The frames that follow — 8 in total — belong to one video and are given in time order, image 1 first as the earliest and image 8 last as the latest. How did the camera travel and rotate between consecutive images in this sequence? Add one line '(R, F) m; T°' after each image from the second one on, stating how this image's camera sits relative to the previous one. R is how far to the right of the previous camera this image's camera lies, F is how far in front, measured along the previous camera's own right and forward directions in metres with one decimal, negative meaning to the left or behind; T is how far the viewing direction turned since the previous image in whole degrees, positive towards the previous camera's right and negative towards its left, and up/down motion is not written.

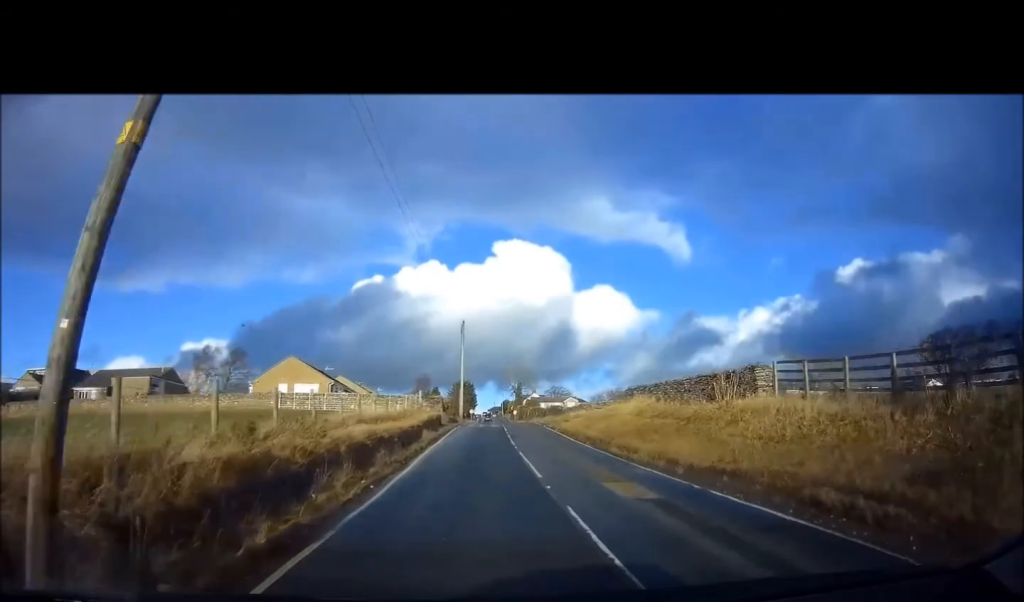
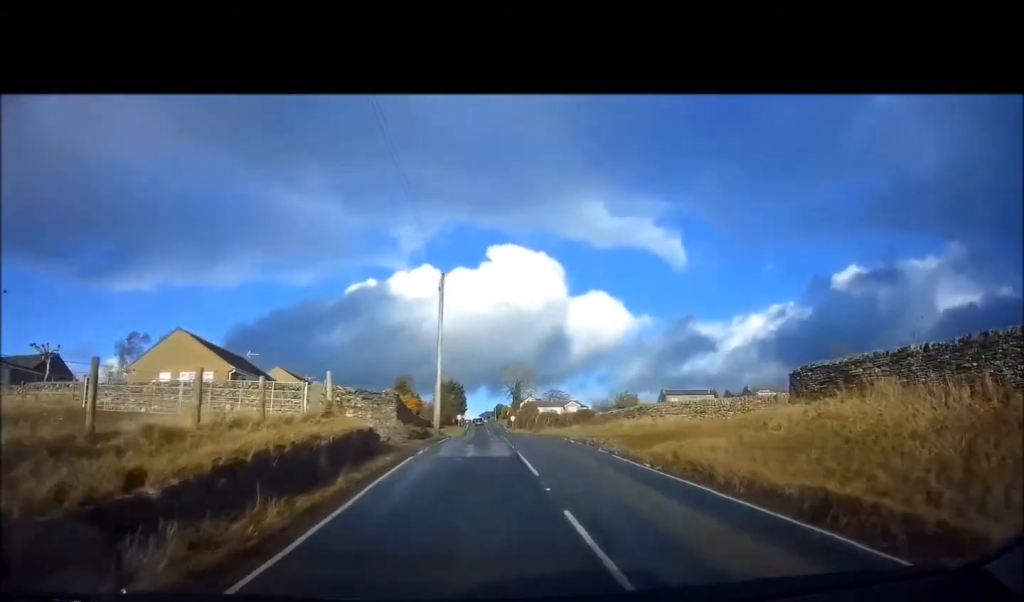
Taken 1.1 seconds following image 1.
(+0.1, +18.7) m; +1°
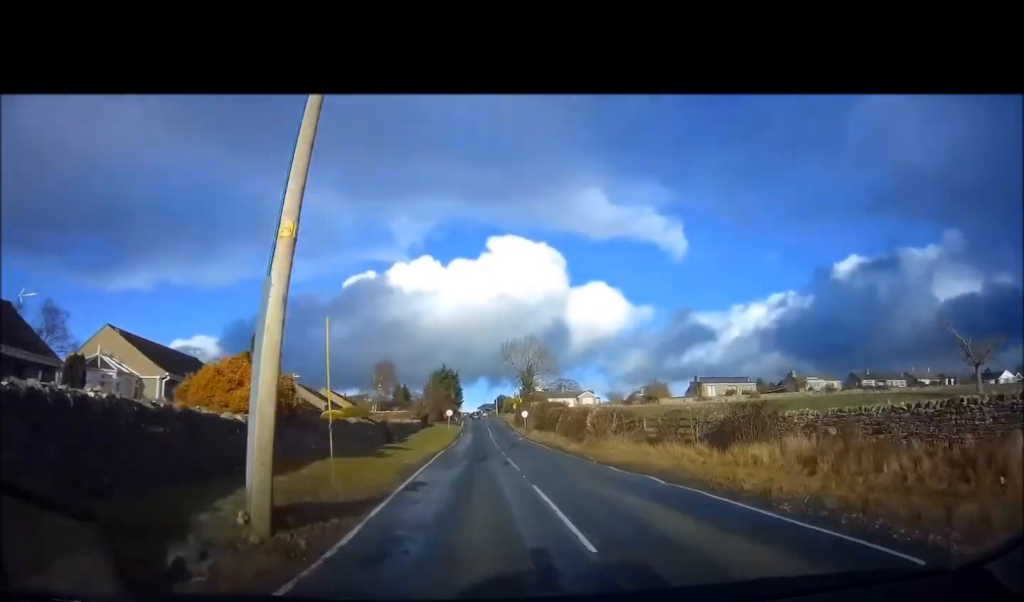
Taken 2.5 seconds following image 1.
(0.0, +23.3) m; 0°
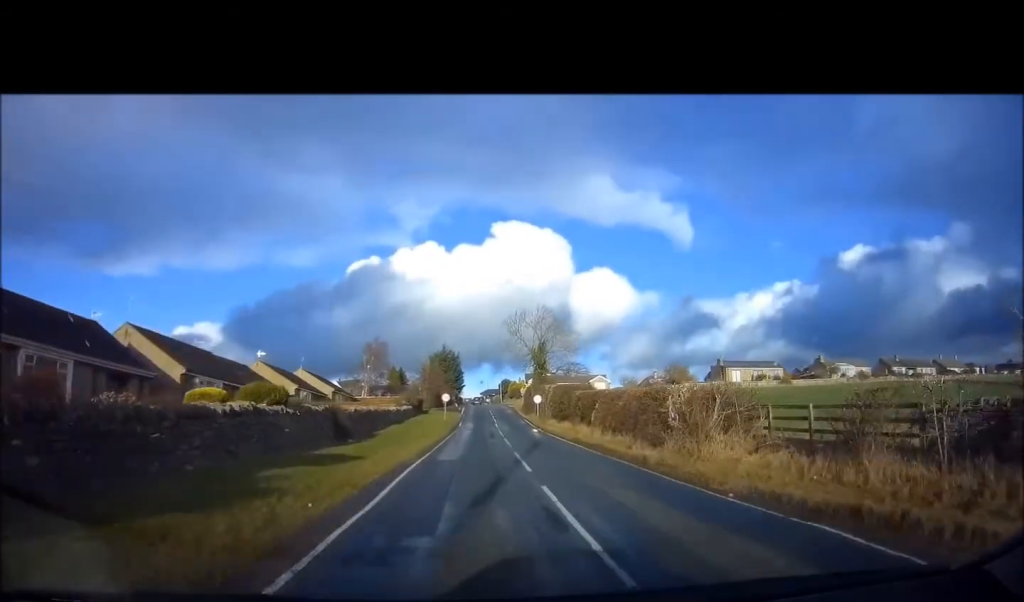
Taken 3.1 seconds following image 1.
(+0.1, +10.5) m; 0°
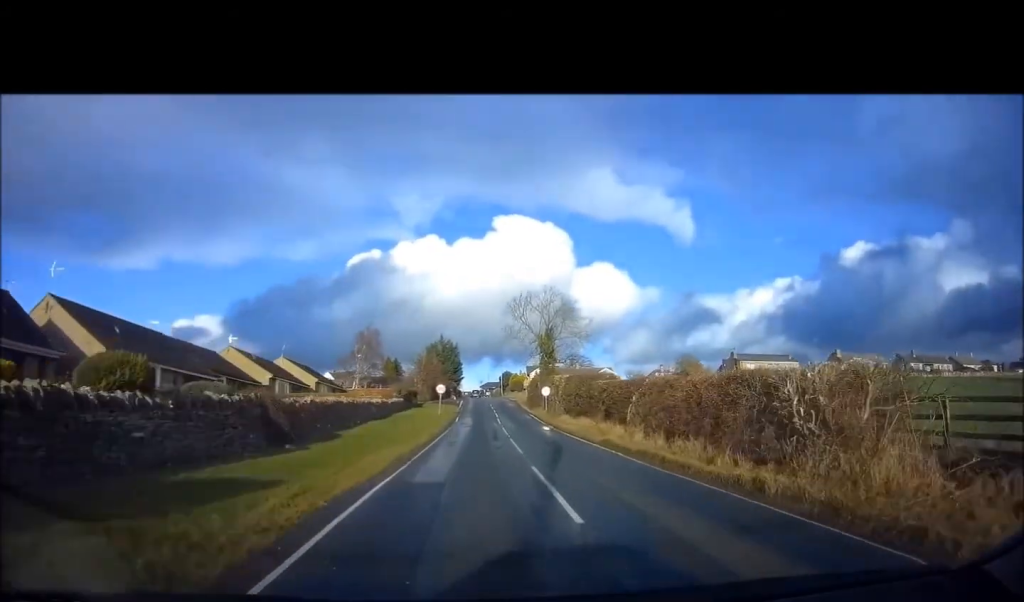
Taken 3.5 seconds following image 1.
(0.0, +6.3) m; 0°
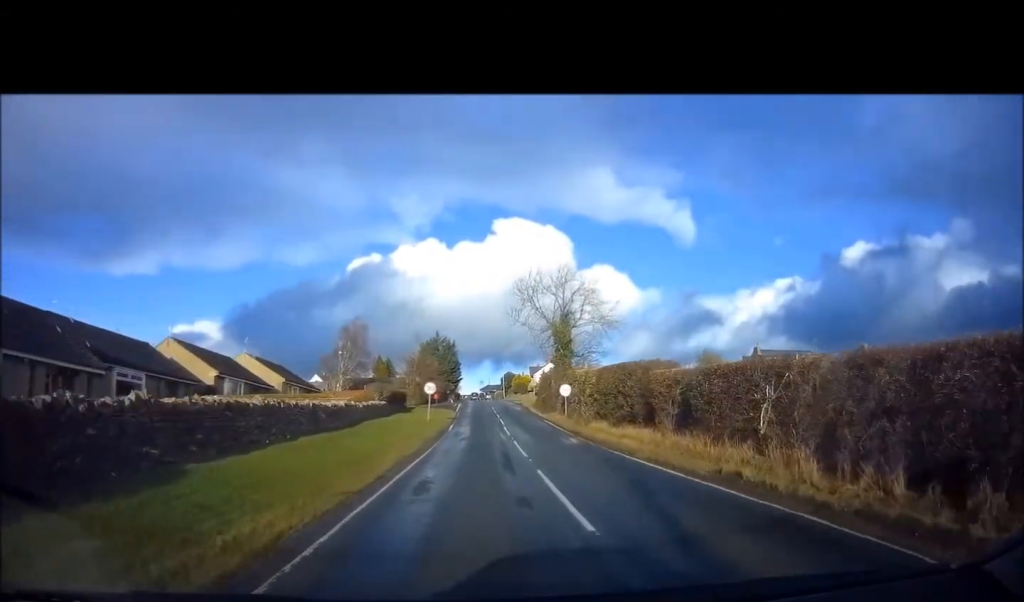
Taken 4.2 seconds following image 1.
(0.0, +9.4) m; 0°
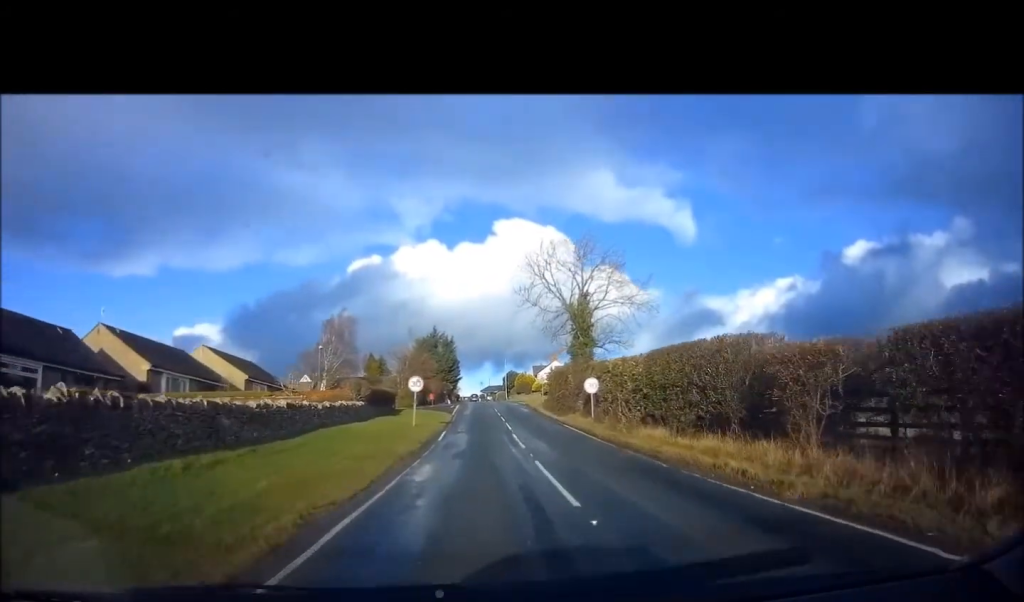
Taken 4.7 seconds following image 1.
(0.0, +7.7) m; 0°
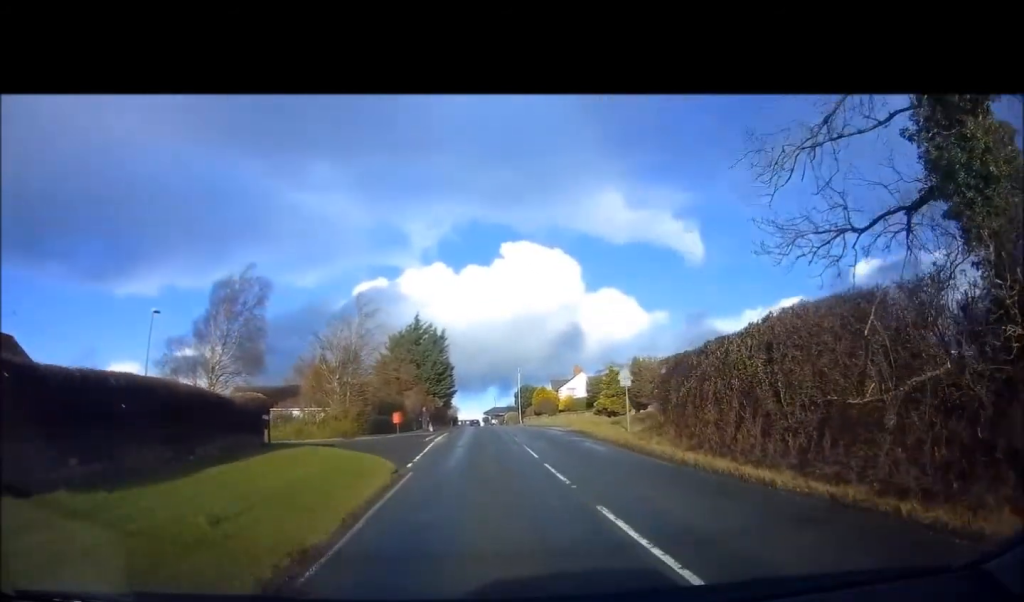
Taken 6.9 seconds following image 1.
(0.0, +29.1) m; 0°
